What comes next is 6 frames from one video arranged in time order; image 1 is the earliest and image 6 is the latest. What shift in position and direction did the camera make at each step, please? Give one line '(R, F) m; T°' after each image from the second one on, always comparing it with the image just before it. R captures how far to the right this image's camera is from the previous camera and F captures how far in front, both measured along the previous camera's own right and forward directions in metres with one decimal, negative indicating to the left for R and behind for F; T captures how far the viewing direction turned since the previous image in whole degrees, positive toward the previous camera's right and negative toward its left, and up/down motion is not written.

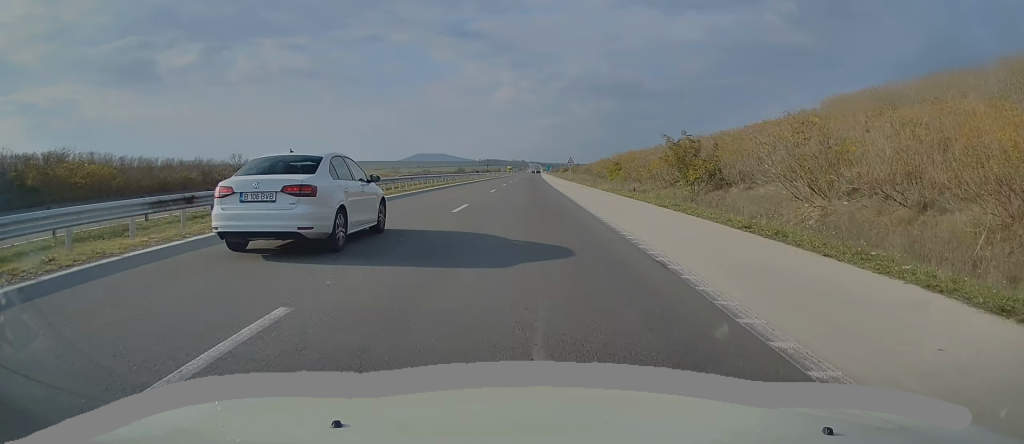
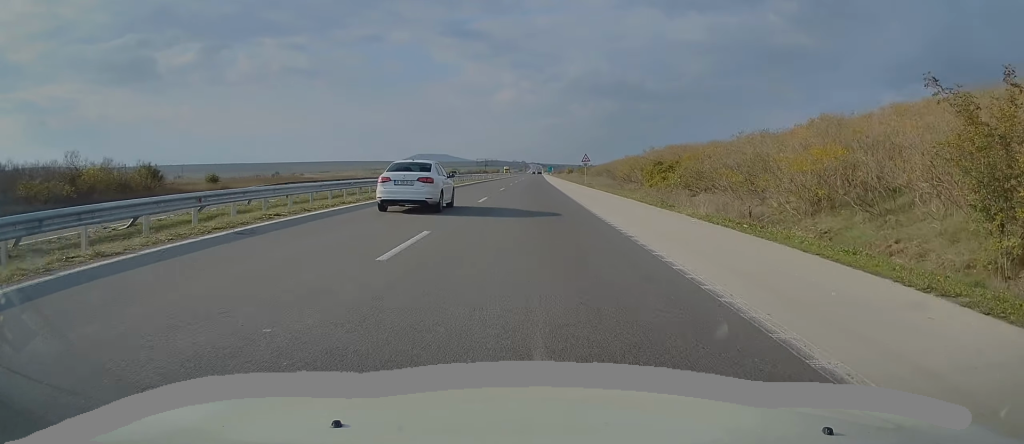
(-0.3, +25.5) m; -1°
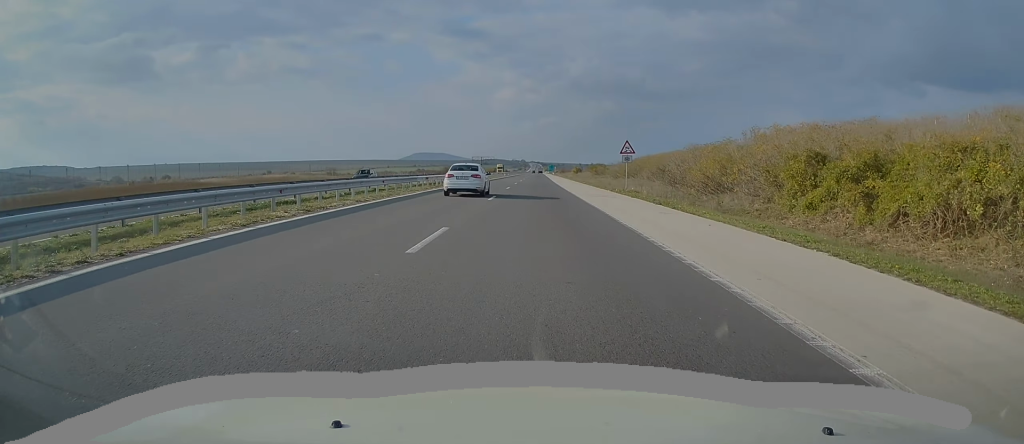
(0.0, +31.6) m; 0°
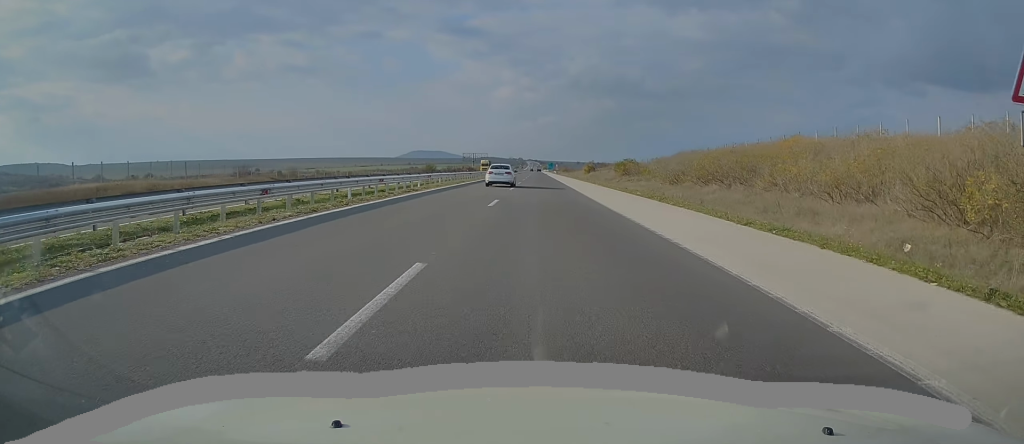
(+0.5, +37.8) m; +1°
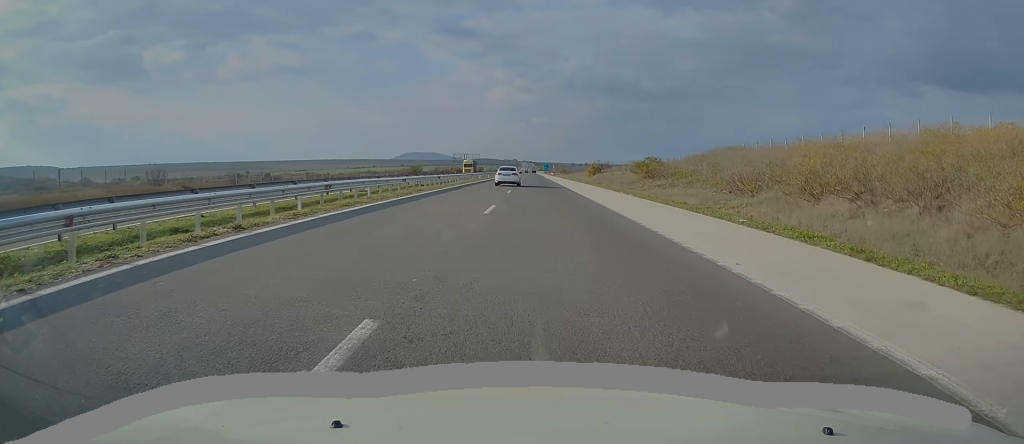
(-0.2, +19.3) m; 0°
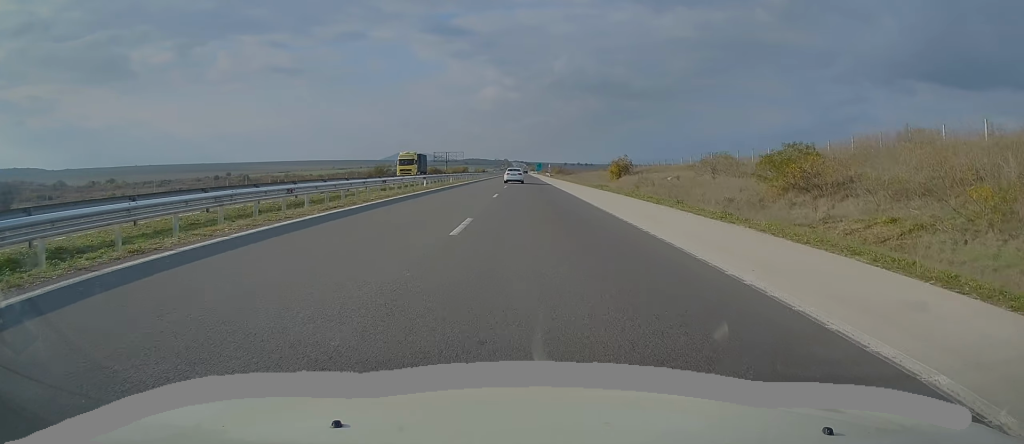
(-0.1, +38.5) m; +1°
